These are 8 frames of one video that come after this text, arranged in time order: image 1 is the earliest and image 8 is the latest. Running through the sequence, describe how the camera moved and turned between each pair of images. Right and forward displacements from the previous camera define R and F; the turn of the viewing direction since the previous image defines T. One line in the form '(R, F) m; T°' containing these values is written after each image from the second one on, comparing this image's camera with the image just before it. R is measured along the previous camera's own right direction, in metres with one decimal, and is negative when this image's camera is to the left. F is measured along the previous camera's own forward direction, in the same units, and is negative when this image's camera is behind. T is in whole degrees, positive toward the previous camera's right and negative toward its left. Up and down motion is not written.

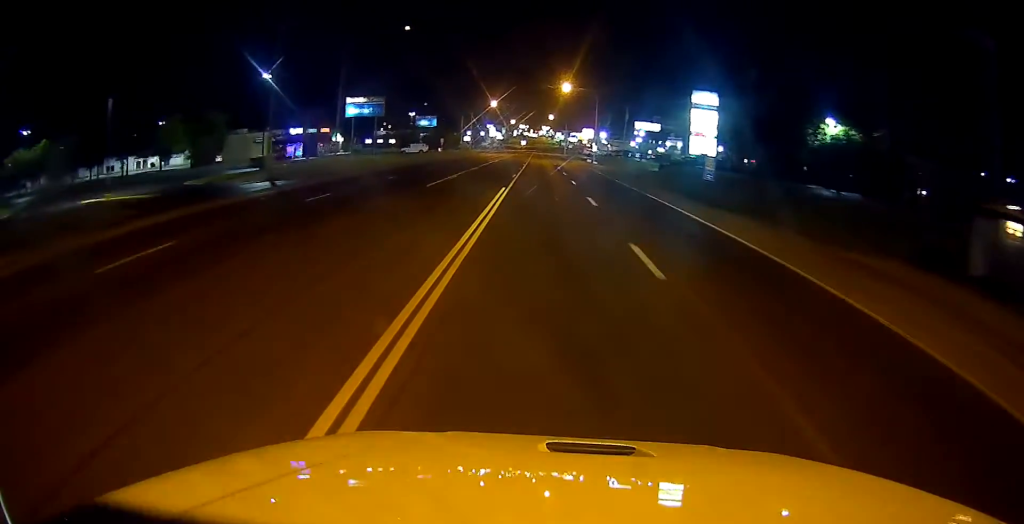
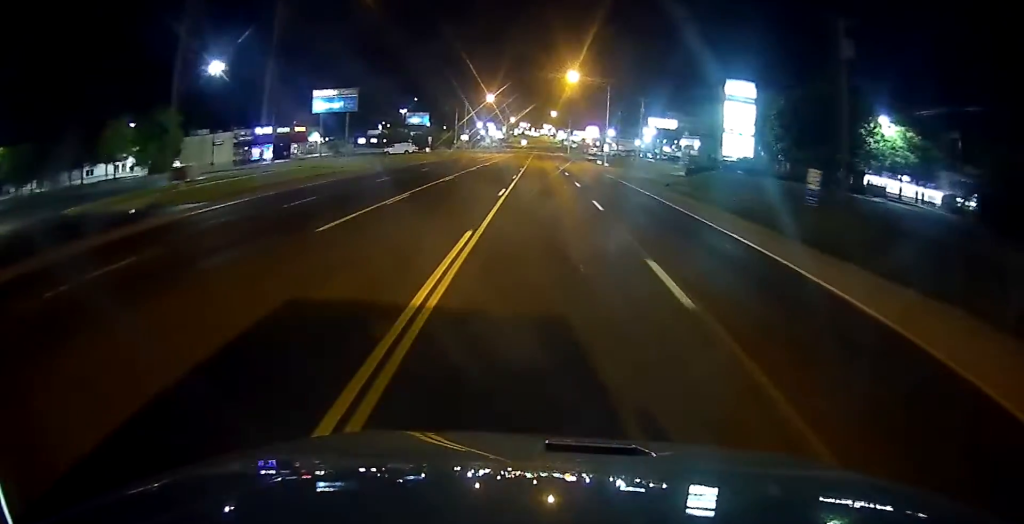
(+0.6, +14.0) m; 0°
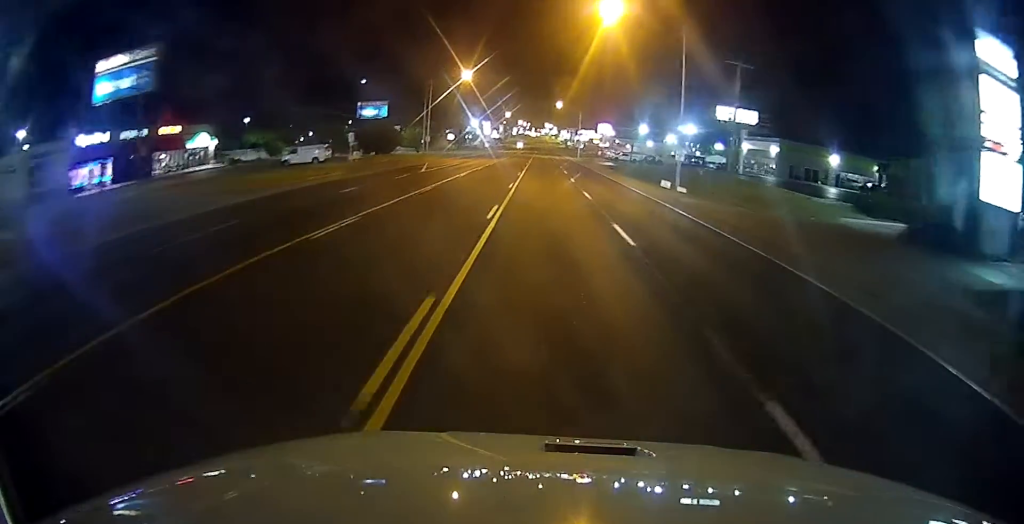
(-1.0, +42.5) m; 0°
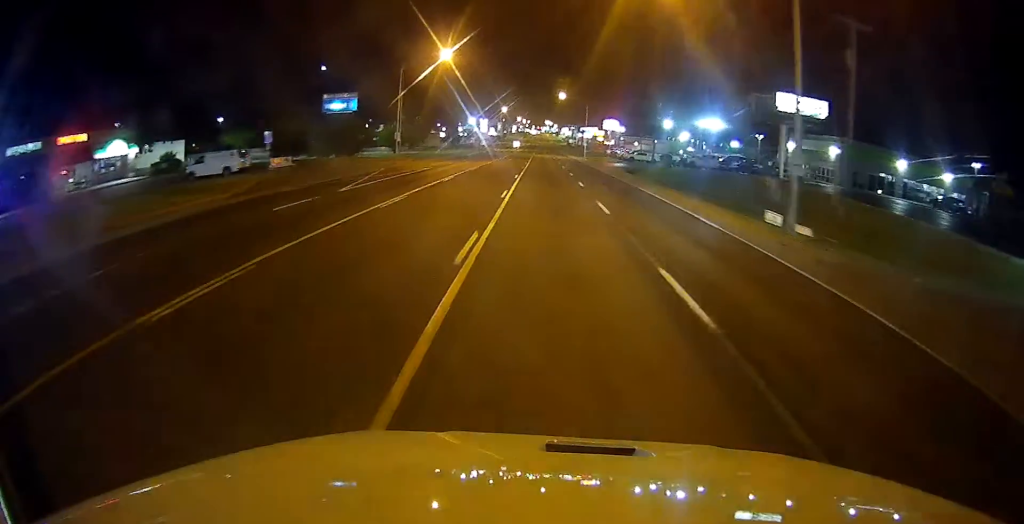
(0.0, +18.6) m; -1°
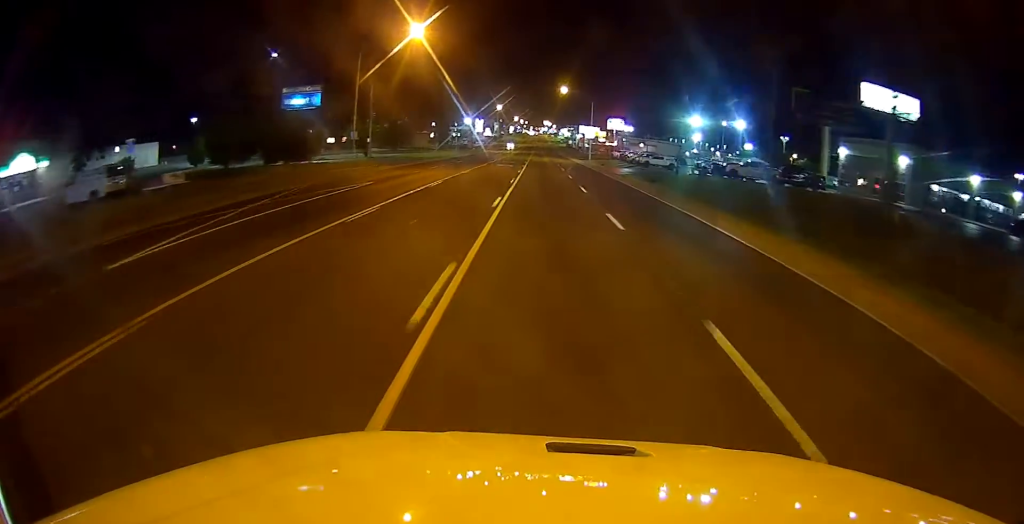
(-0.3, +15.4) m; 0°
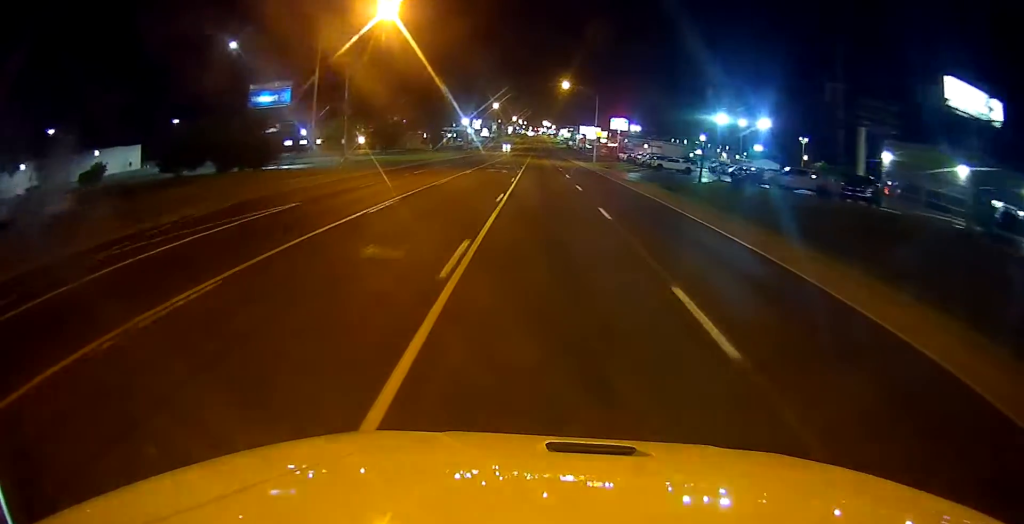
(-0.1, +9.7) m; +1°
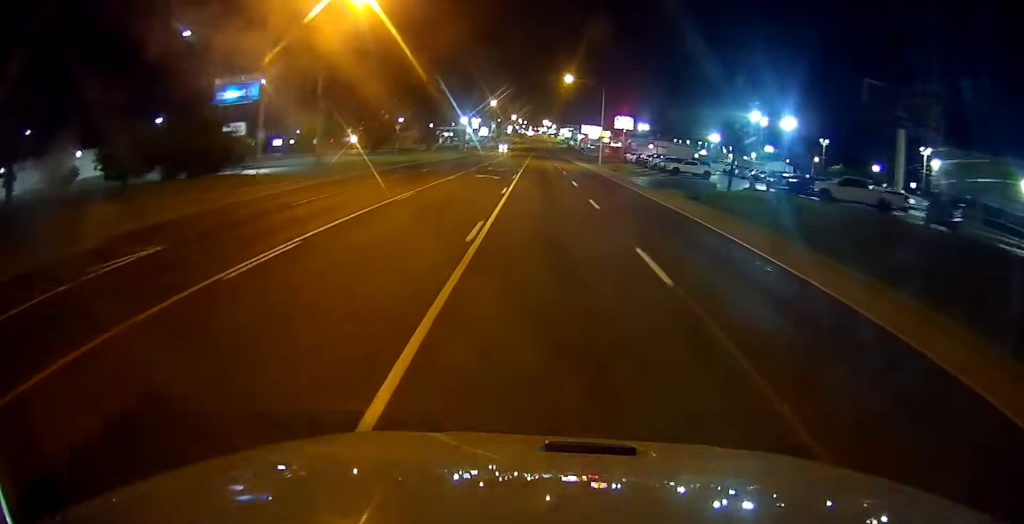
(+0.3, +8.6) m; 0°
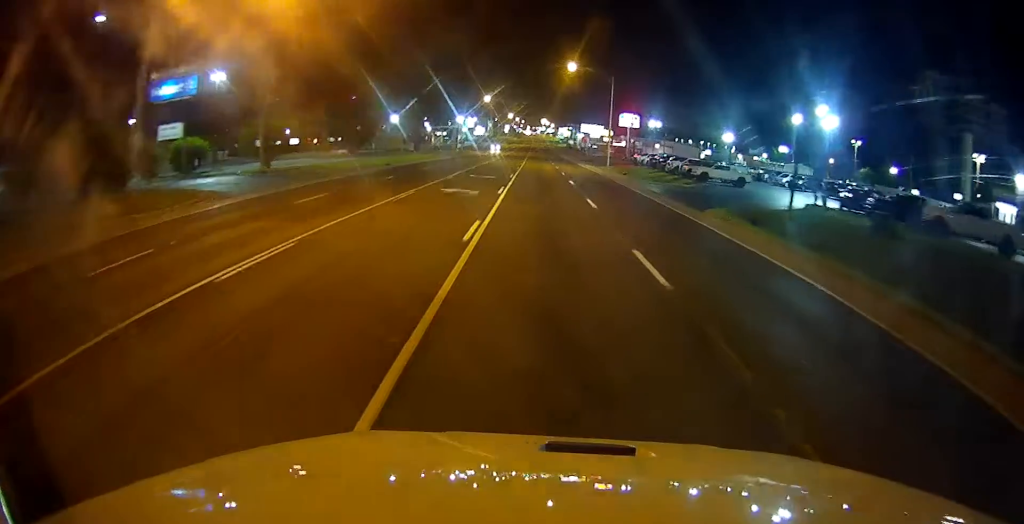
(+0.1, +12.0) m; 0°
